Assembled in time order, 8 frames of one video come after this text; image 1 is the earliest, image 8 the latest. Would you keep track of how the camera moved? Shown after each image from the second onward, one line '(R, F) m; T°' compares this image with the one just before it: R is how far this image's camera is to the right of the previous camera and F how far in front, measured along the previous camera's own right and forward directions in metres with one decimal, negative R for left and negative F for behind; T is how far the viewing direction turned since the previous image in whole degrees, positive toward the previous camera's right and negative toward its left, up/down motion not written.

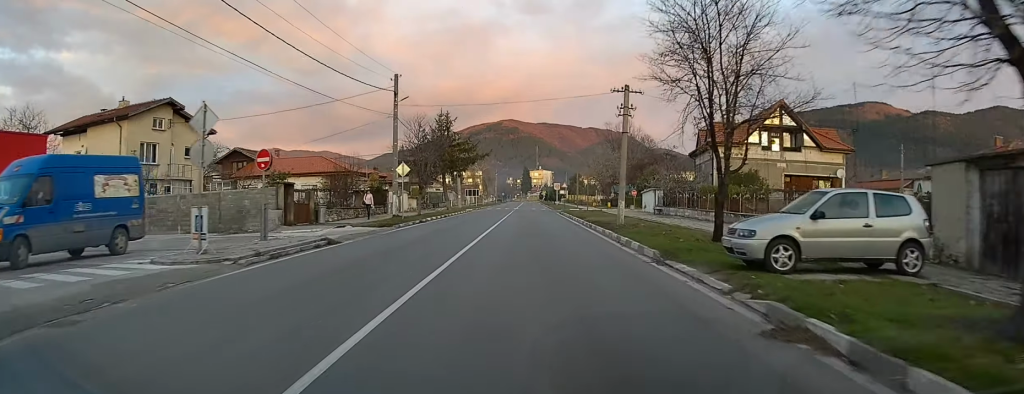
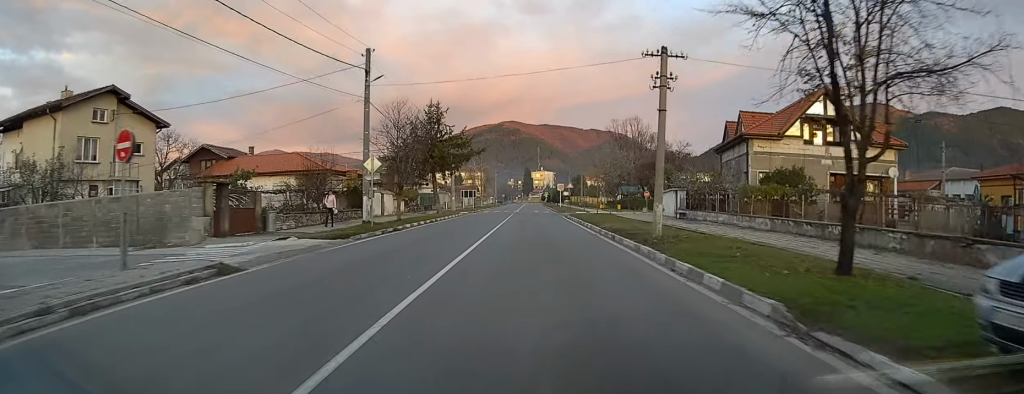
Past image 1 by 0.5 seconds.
(-0.2, +7.1) m; 0°
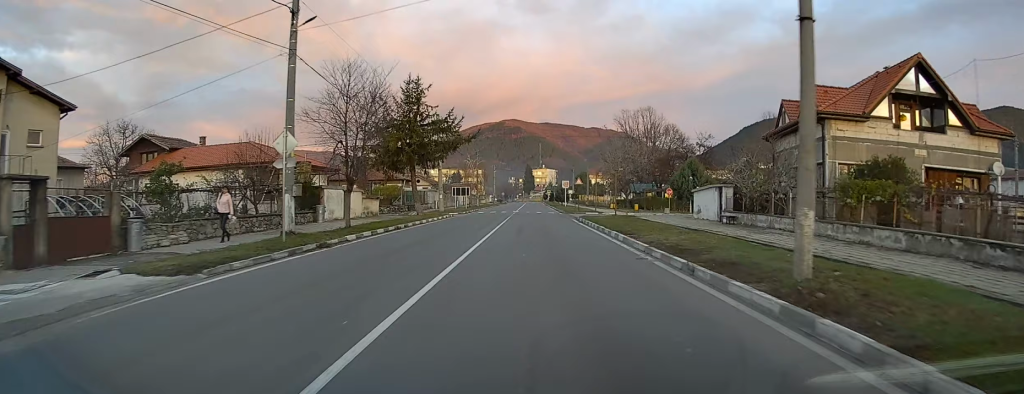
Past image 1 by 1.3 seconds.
(-0.1, +10.1) m; 0°
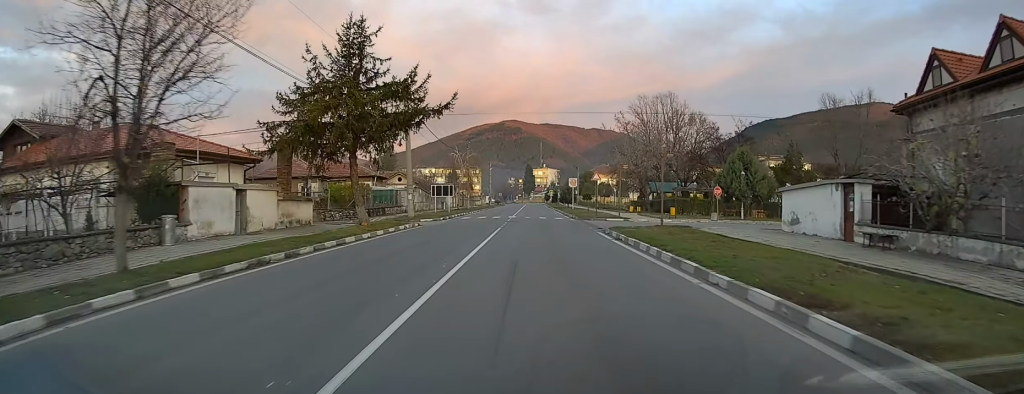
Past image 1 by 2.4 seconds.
(+0.2, +14.6) m; 0°
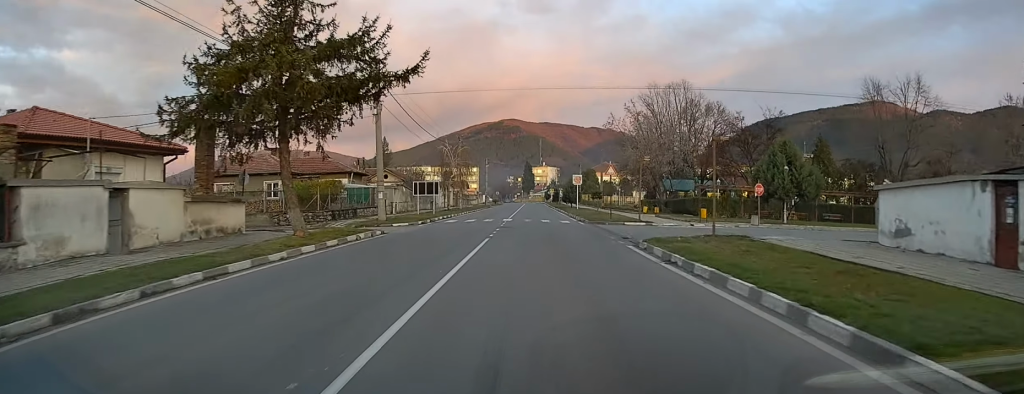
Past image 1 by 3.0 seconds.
(-0.2, +7.9) m; 0°
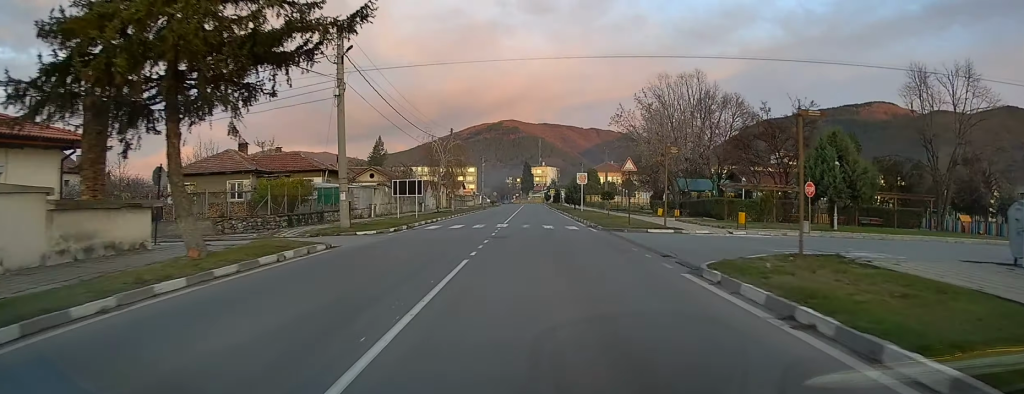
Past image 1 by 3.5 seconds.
(+0.2, +6.6) m; 0°
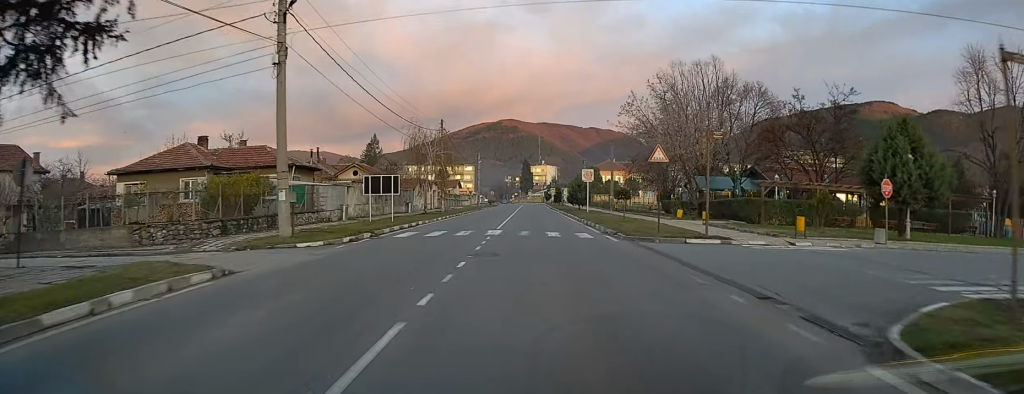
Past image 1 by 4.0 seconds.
(+0.1, +6.6) m; 0°
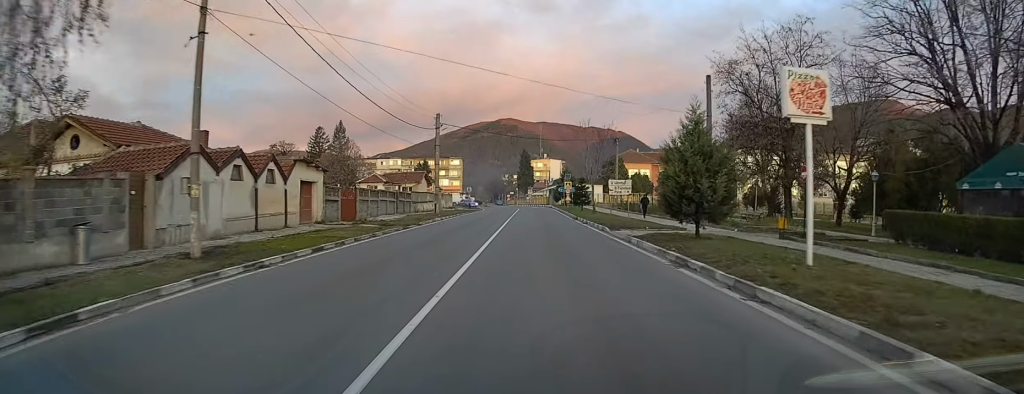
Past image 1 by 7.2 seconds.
(0.0, +42.8) m; +1°
